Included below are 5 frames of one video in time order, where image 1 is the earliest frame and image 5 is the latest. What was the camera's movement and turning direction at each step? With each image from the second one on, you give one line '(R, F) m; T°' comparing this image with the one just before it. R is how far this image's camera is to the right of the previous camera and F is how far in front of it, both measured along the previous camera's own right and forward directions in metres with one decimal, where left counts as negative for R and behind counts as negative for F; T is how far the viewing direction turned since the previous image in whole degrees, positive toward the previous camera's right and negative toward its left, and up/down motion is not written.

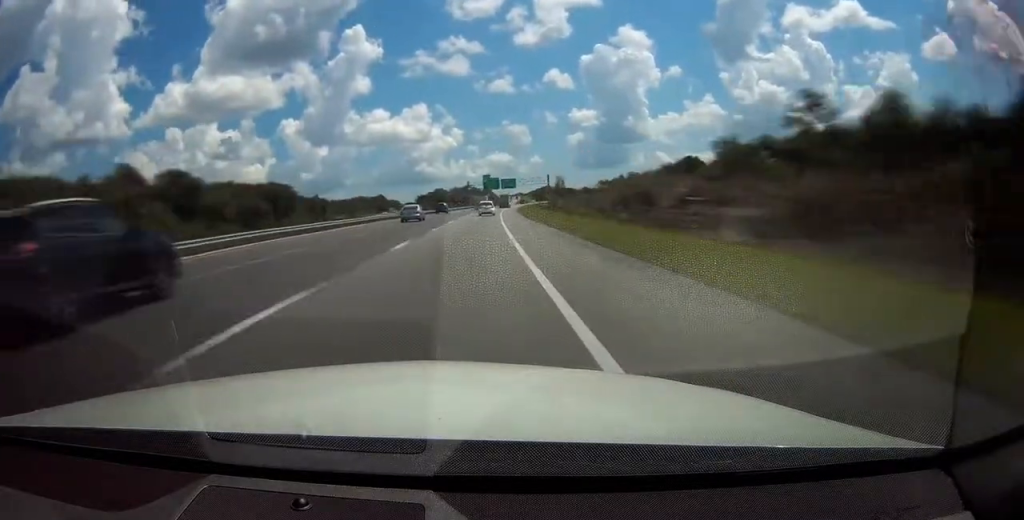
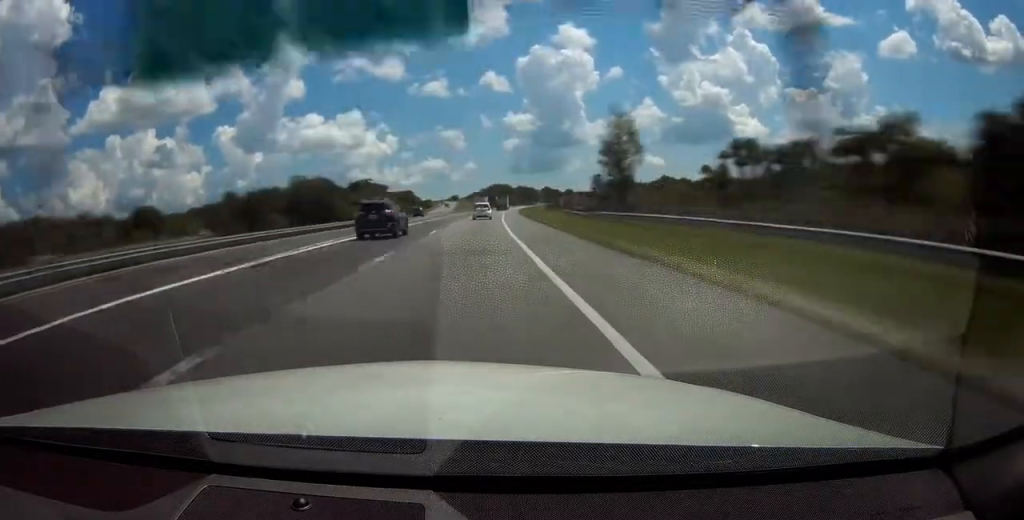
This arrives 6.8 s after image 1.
(+10.4, +199.5) m; +7°
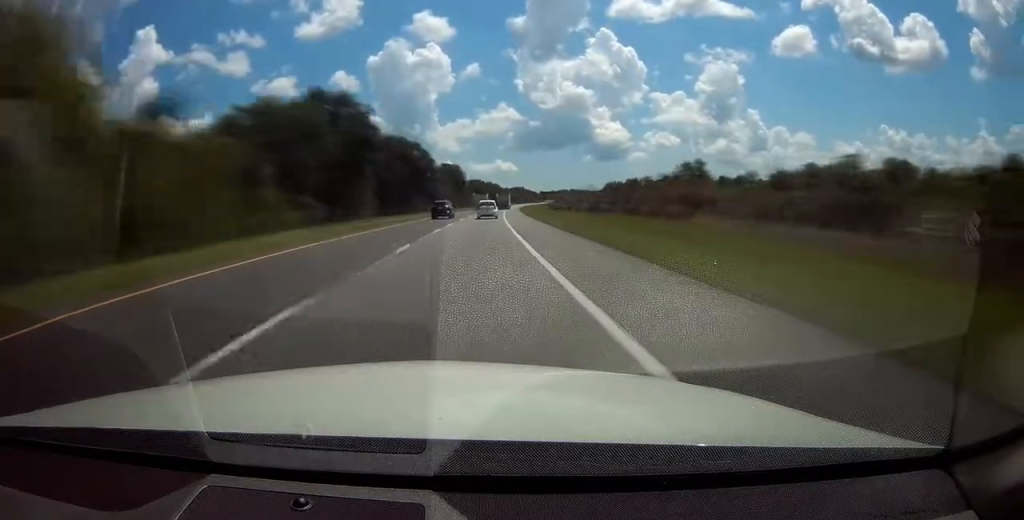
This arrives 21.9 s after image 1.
(+61.5, +437.0) m; +15°
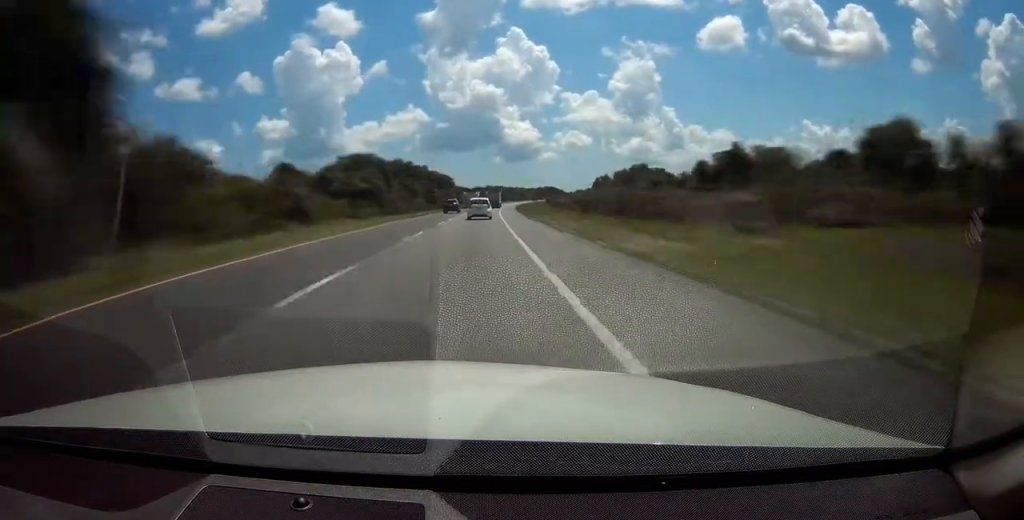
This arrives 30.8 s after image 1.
(+18.6, +264.2) m; +9°
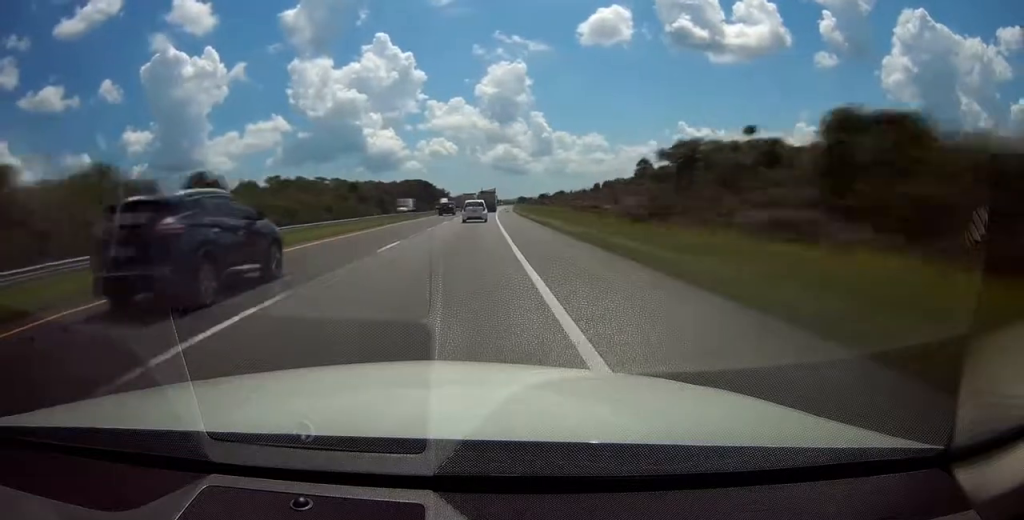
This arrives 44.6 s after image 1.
(+48.4, +403.7) m; +12°
